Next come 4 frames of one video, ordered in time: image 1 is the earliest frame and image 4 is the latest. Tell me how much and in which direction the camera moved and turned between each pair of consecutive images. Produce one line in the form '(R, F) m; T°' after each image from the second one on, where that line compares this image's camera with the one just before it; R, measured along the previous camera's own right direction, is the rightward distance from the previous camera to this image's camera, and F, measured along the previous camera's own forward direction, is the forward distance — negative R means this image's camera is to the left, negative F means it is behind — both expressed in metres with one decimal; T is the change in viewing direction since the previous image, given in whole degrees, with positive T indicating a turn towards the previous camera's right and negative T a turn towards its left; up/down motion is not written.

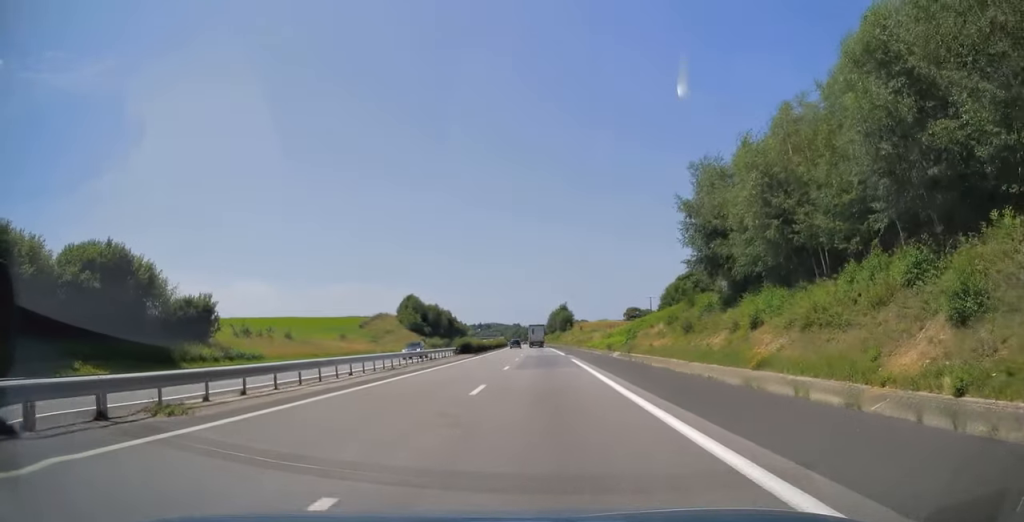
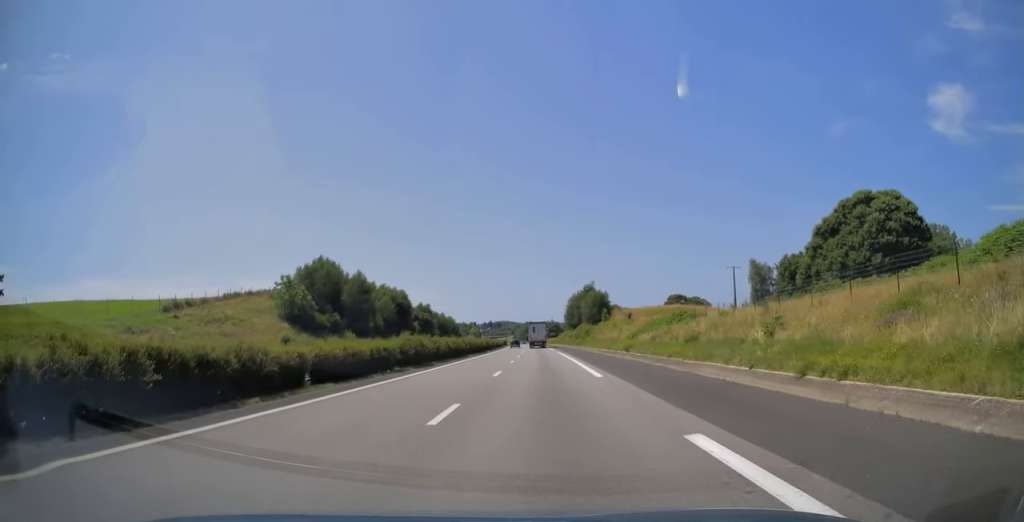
(-0.9, +83.6) m; -1°
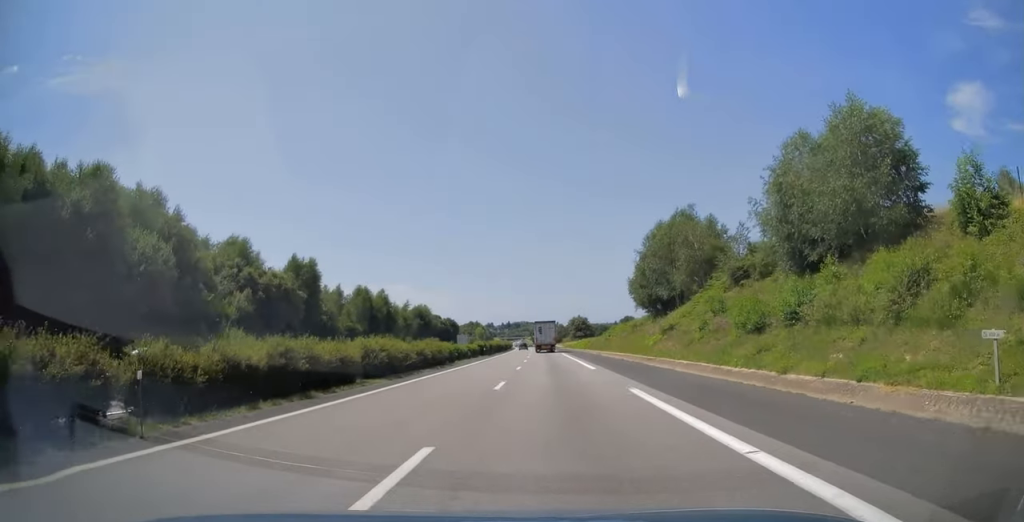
(-1.3, +95.2) m; -2°
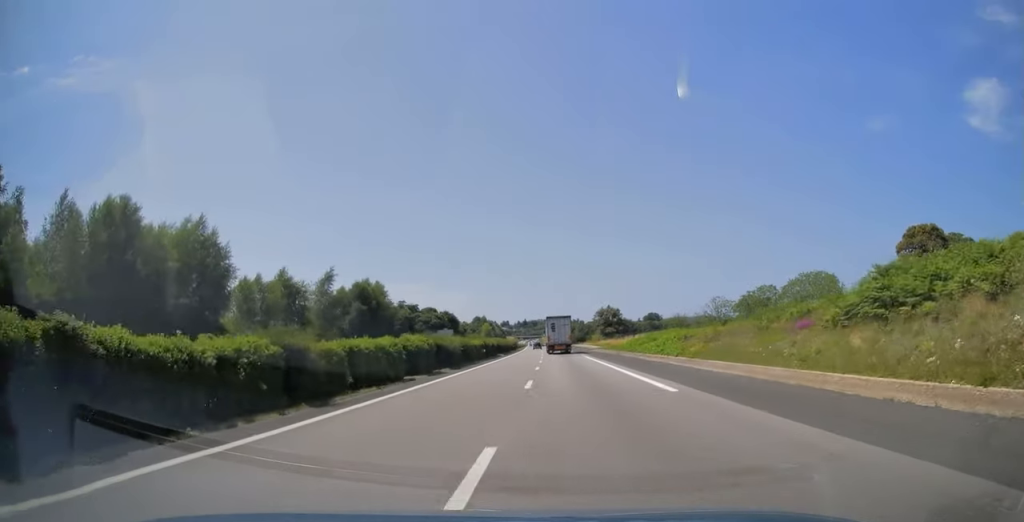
(-1.0, +64.6) m; -2°
